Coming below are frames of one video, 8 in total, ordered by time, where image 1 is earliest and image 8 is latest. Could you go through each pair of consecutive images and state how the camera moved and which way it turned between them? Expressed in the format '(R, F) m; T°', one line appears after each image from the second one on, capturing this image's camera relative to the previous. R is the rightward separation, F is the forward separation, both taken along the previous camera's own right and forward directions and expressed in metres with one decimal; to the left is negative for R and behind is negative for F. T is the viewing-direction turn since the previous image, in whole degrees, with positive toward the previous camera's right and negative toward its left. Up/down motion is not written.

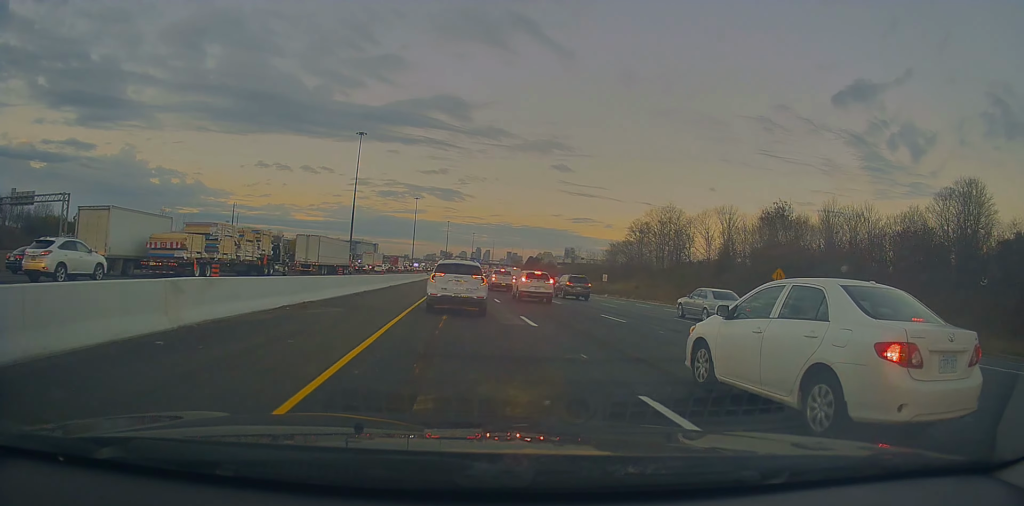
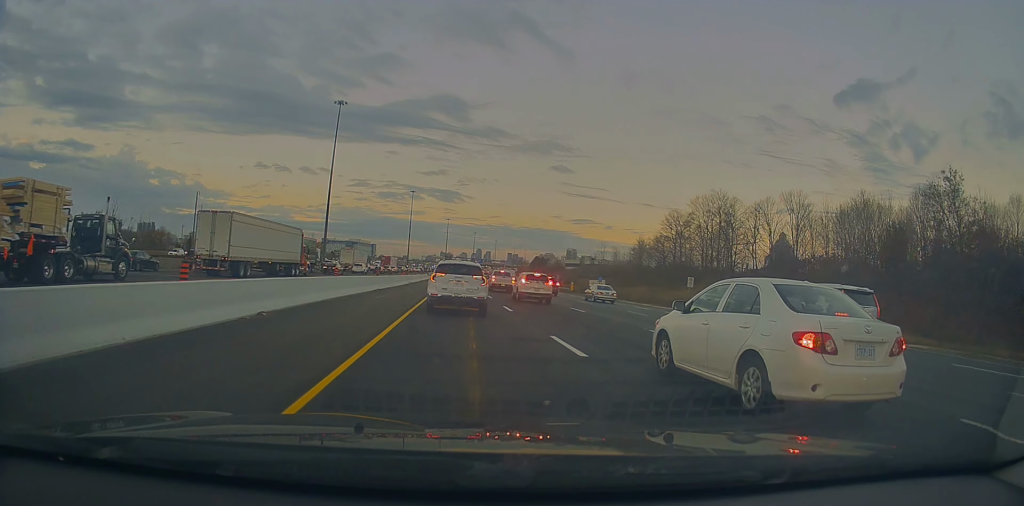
(+1.1, +28.9) m; +3°
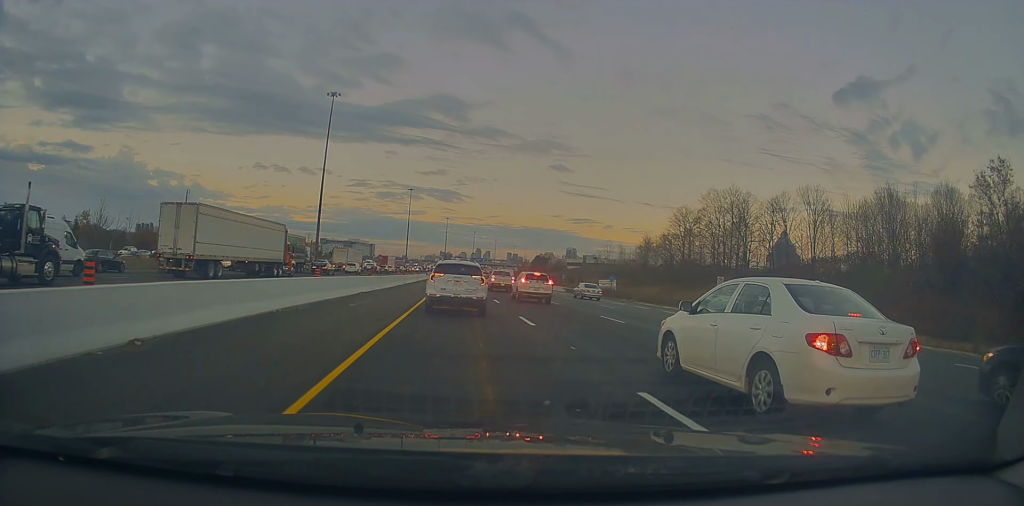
(-0.1, +6.0) m; -1°
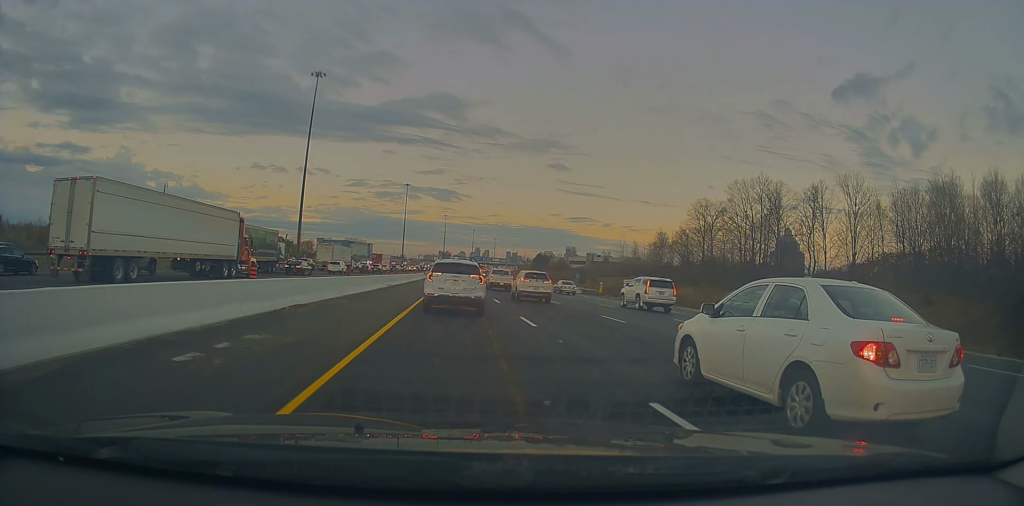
(-0.2, +12.5) m; -2°
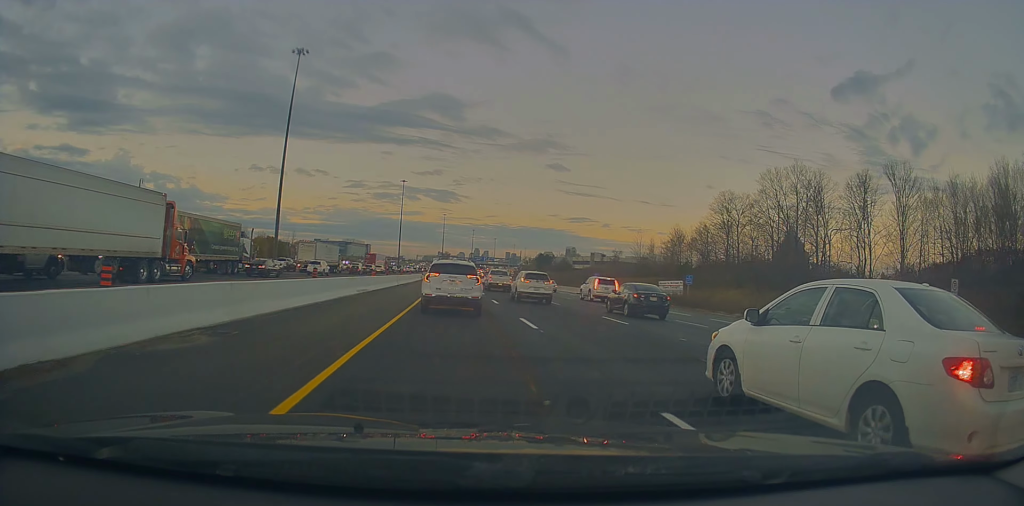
(-0.2, +12.5) m; 0°
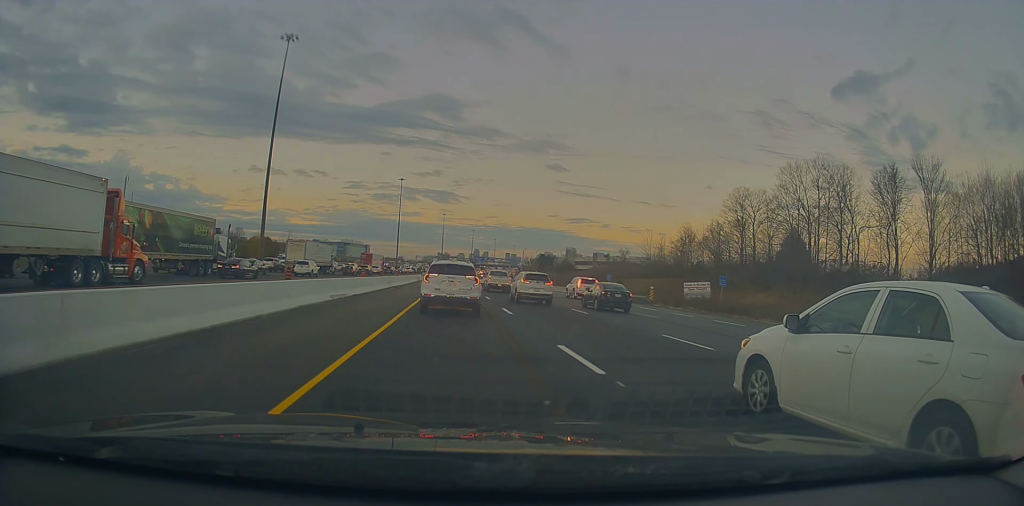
(-0.2, +6.5) m; +1°
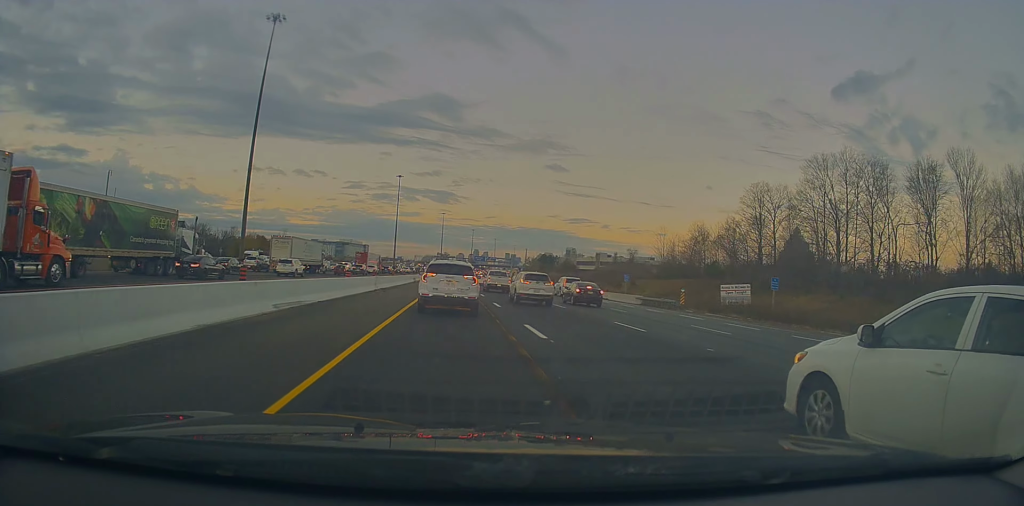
(+0.3, +7.5) m; +2°
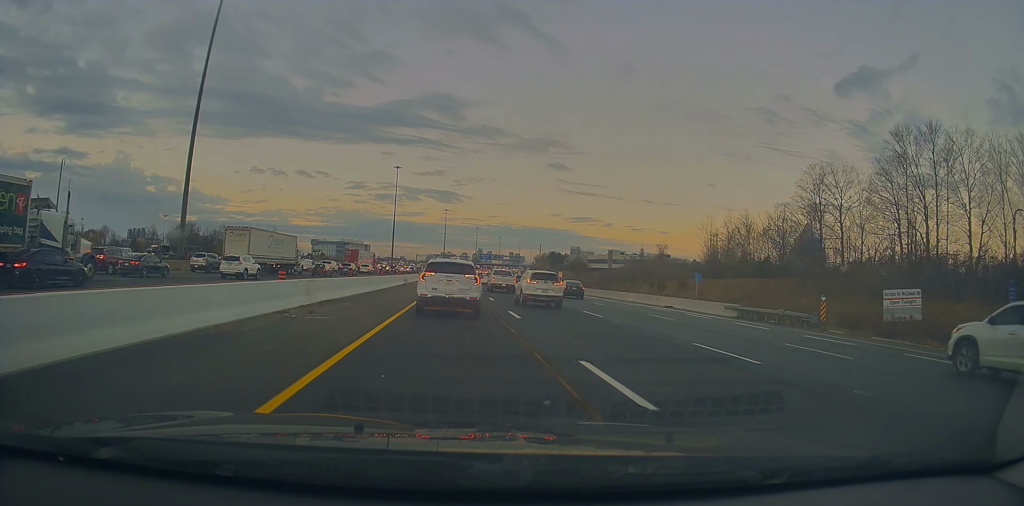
(+0.5, +18.3) m; 0°
